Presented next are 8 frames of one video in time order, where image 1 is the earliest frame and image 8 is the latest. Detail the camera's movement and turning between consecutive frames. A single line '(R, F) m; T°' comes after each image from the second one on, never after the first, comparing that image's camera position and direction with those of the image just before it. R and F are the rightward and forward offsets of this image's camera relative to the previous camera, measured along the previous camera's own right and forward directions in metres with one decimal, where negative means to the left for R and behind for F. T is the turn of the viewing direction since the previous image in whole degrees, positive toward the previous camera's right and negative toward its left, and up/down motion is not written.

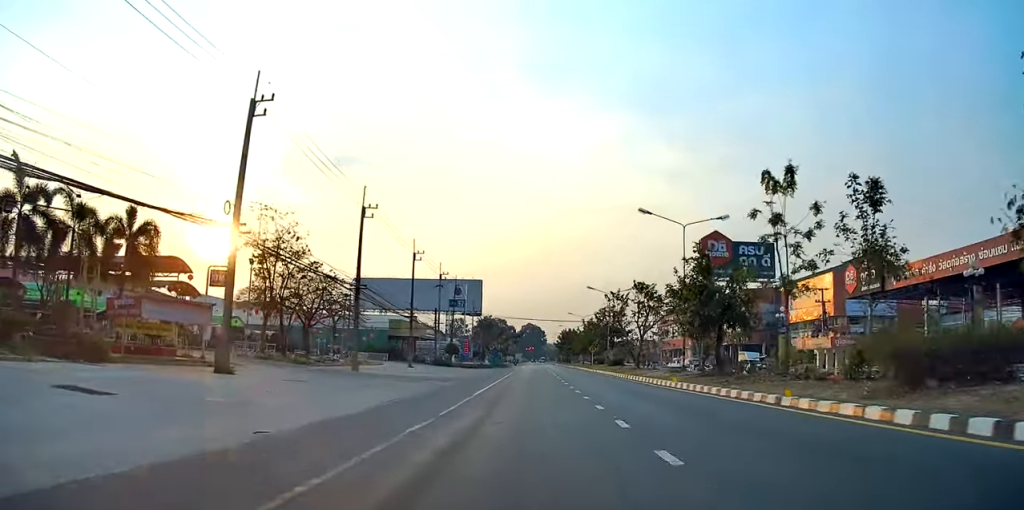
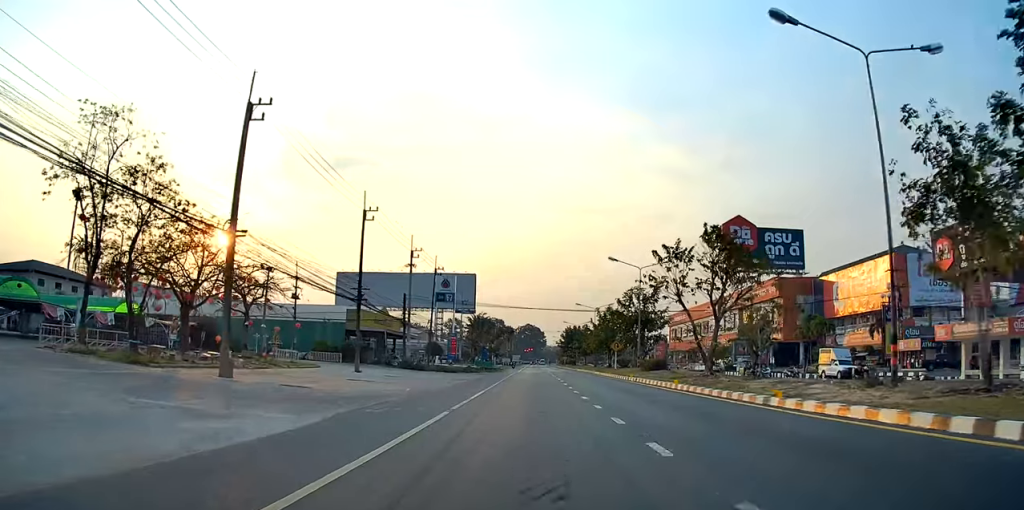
(0.0, +23.5) m; 0°
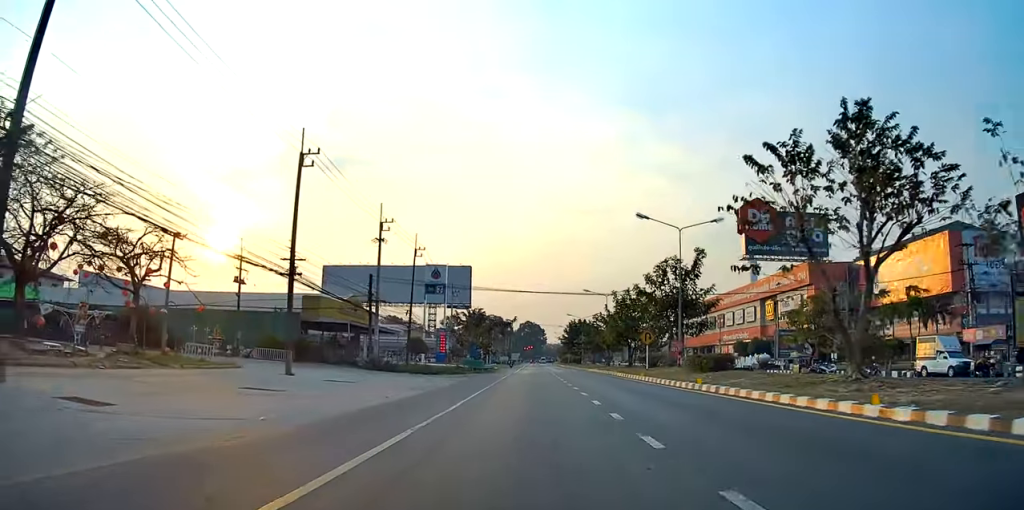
(0.0, +15.5) m; 0°
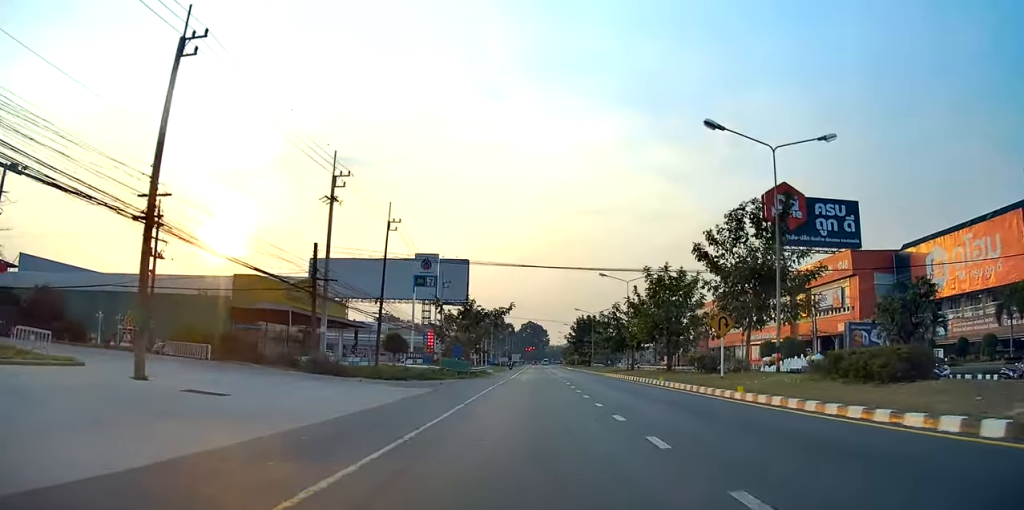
(0.0, +16.6) m; 0°
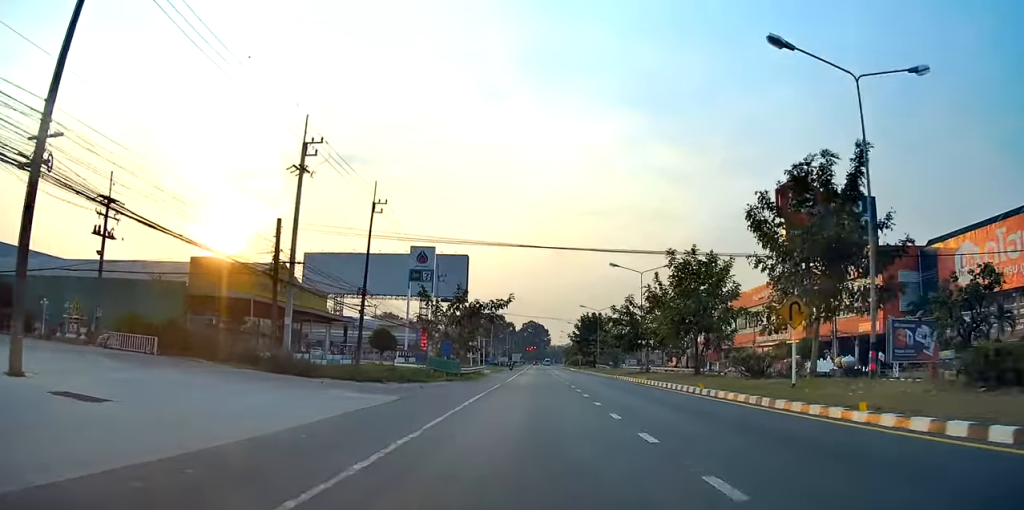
(0.0, +6.9) m; 0°
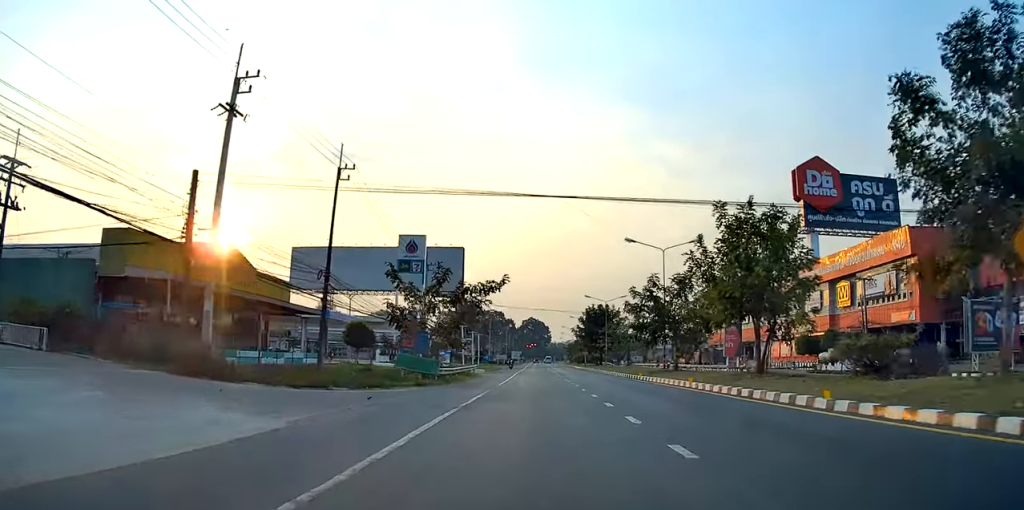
(+0.1, +10.5) m; 0°
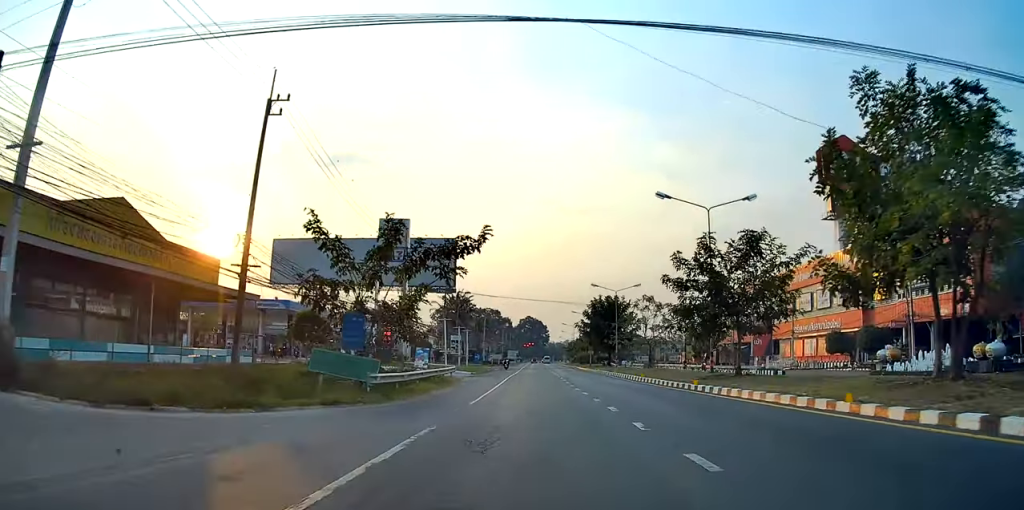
(-0.1, +12.9) m; 0°
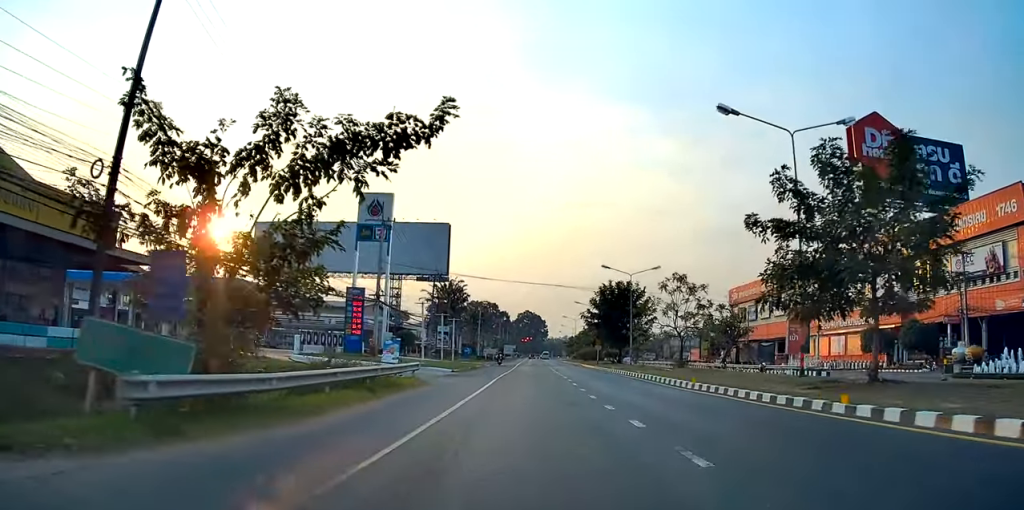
(0.0, +12.0) m; 0°
